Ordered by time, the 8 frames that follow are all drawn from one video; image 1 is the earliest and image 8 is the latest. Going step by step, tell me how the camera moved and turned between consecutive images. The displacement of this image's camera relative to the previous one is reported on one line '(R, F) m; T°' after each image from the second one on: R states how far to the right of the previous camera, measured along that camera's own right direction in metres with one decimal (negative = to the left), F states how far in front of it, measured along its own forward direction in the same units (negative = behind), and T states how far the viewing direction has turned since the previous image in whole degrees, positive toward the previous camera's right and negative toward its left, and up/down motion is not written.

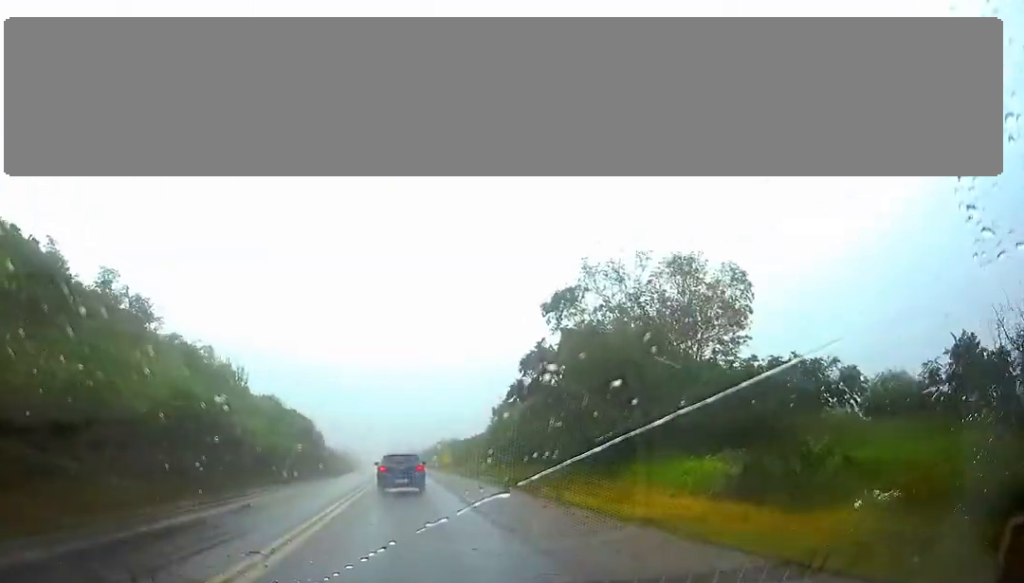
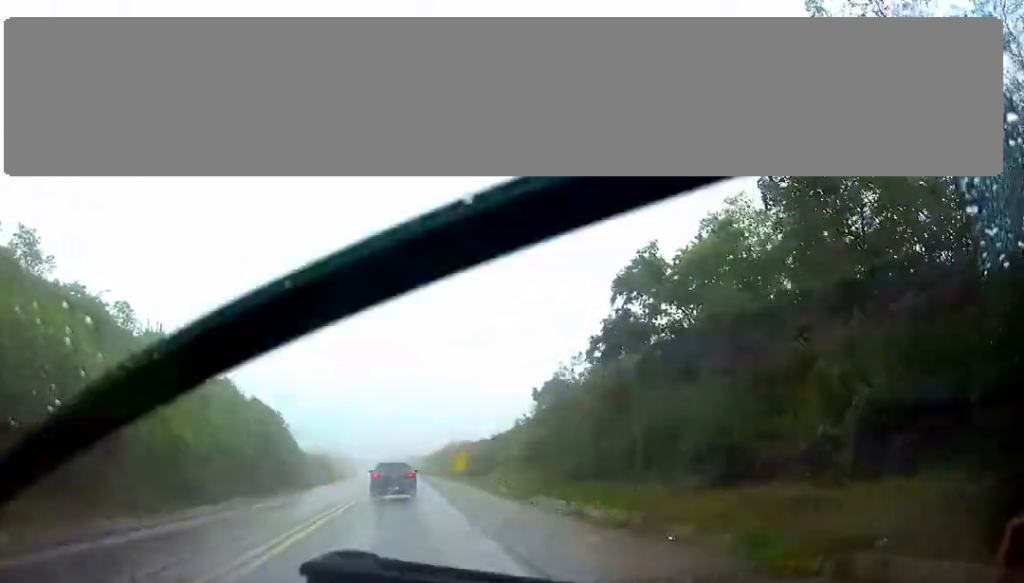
(0.0, +24.2) m; 0°
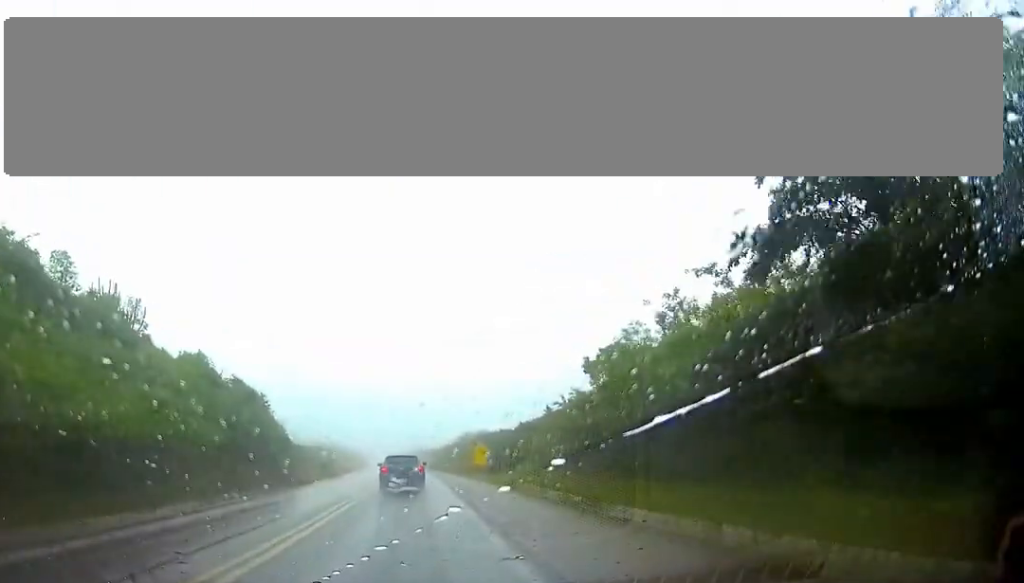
(+0.1, +12.1) m; 0°
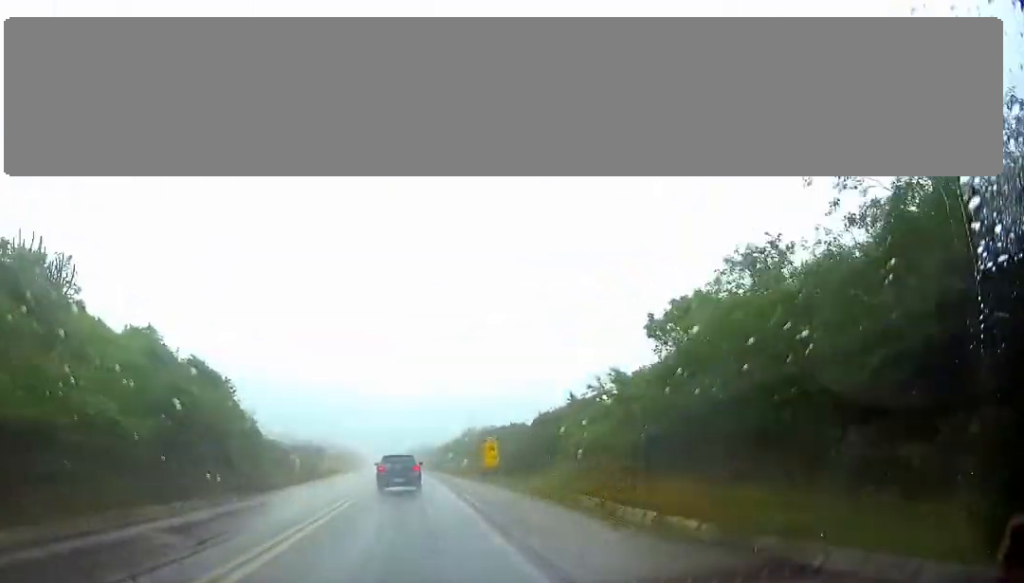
(-0.1, +10.8) m; -1°
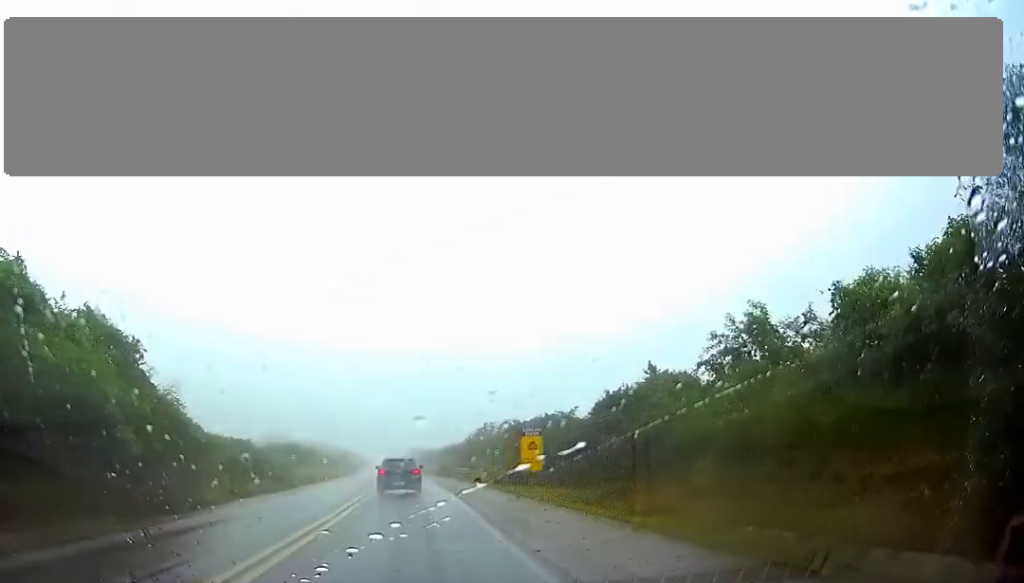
(-0.2, +17.4) m; -1°
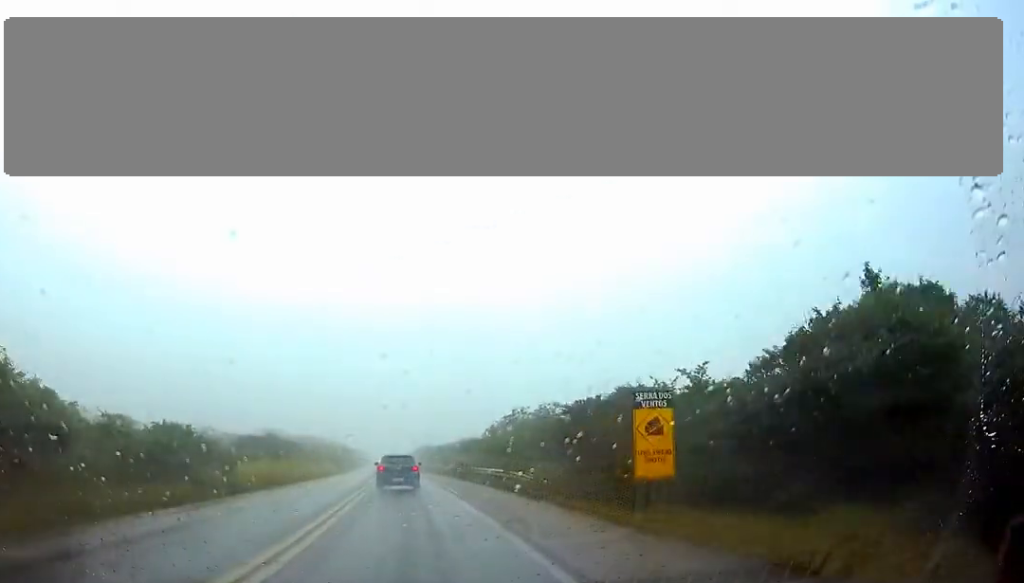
(-0.2, +18.4) m; -1°
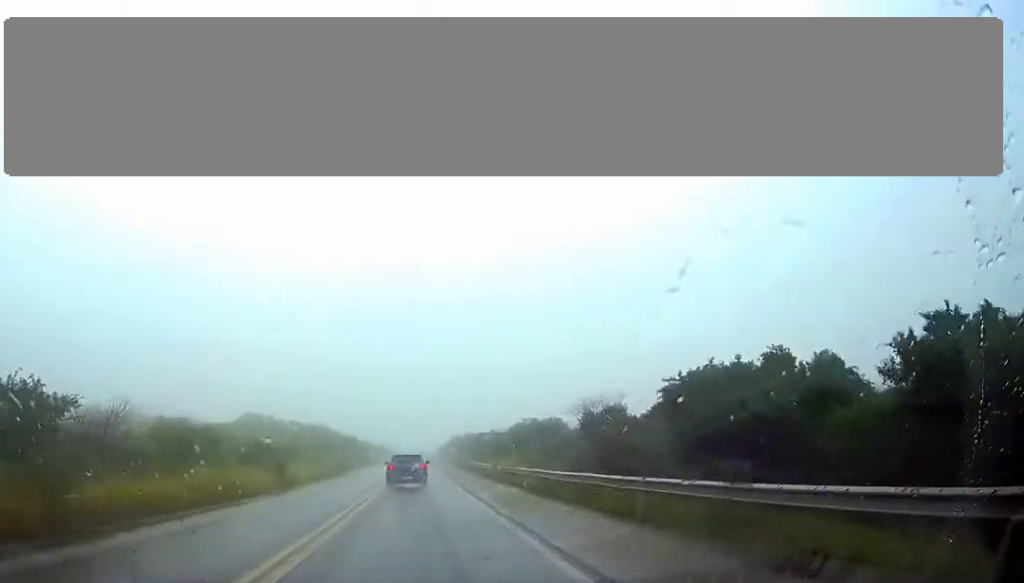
(-0.7, +64.9) m; -1°
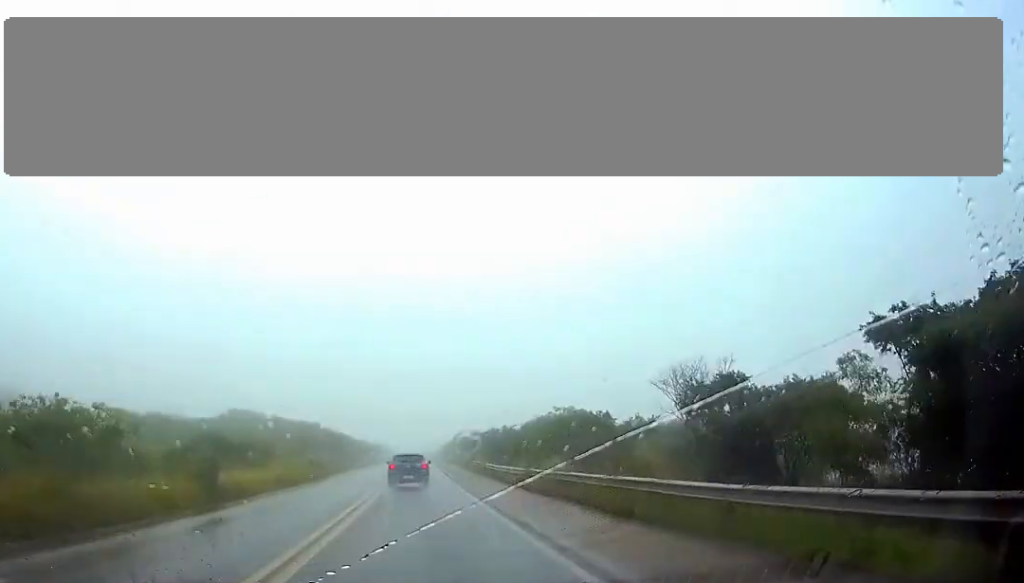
(-0.1, +15.5) m; 0°
